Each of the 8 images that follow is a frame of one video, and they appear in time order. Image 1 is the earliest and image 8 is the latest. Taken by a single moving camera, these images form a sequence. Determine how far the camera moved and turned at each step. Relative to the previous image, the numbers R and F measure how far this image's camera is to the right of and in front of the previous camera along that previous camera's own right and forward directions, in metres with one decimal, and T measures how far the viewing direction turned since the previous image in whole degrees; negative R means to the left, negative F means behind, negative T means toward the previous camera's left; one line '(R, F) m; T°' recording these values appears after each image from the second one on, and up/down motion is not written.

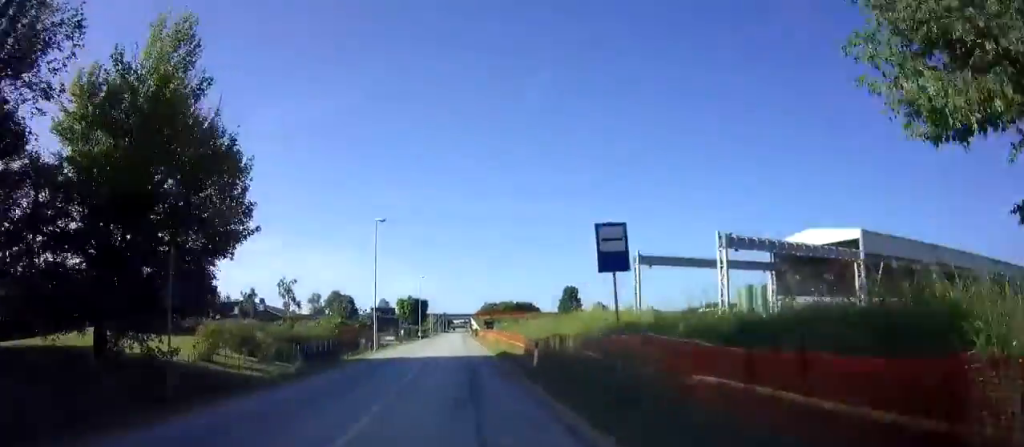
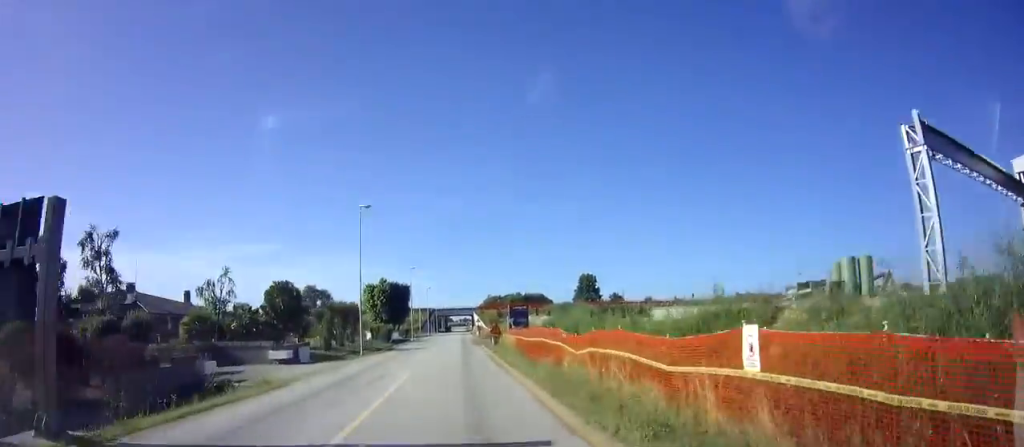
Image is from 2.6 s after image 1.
(0.0, +45.2) m; 0°
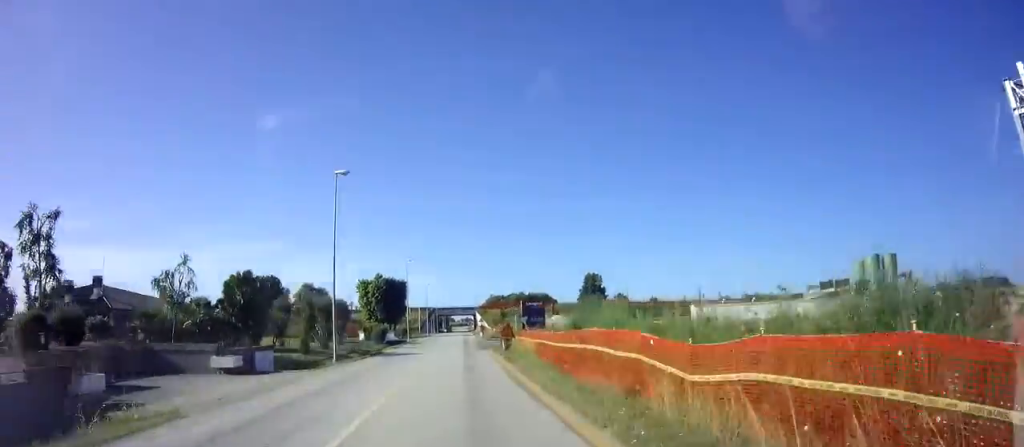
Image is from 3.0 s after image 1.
(0.0, +7.1) m; 0°
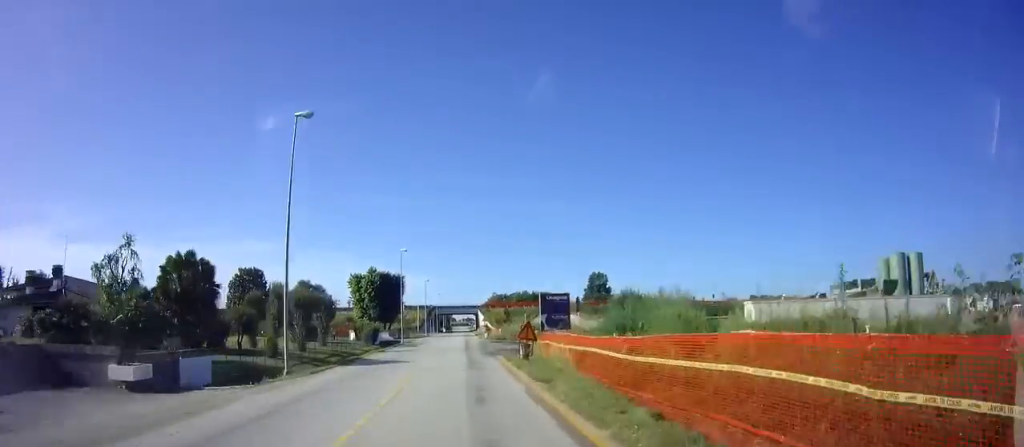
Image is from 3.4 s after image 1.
(0.0, +7.1) m; 0°
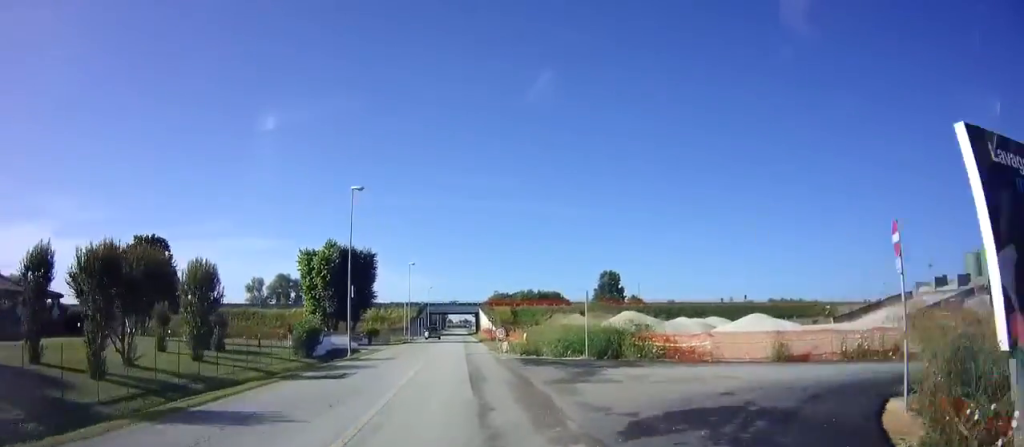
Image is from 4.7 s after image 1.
(+0.1, +23.4) m; 0°
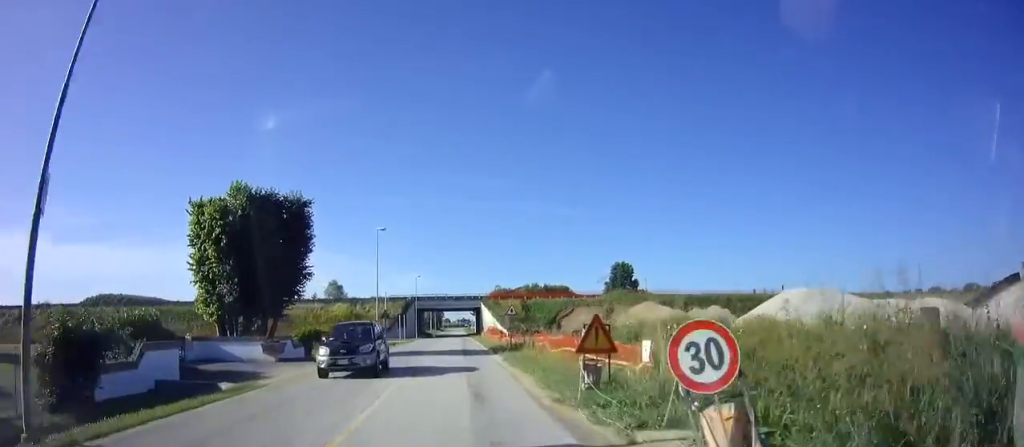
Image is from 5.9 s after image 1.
(+0.1, +22.5) m; 0°
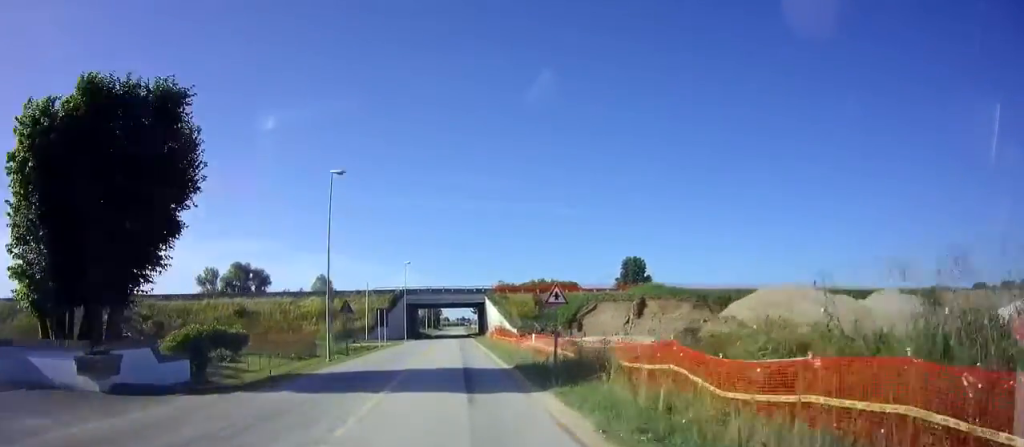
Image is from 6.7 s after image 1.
(0.0, +14.7) m; 0°
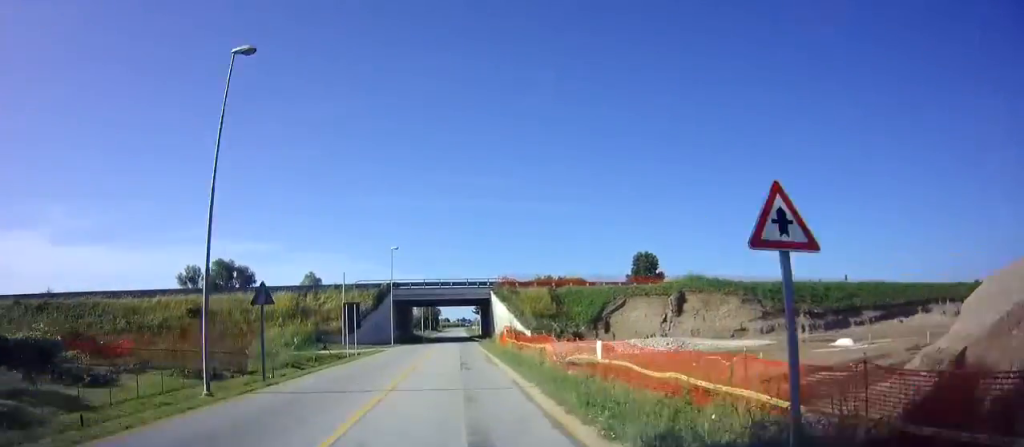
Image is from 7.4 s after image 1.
(0.0, +12.2) m; 0°
